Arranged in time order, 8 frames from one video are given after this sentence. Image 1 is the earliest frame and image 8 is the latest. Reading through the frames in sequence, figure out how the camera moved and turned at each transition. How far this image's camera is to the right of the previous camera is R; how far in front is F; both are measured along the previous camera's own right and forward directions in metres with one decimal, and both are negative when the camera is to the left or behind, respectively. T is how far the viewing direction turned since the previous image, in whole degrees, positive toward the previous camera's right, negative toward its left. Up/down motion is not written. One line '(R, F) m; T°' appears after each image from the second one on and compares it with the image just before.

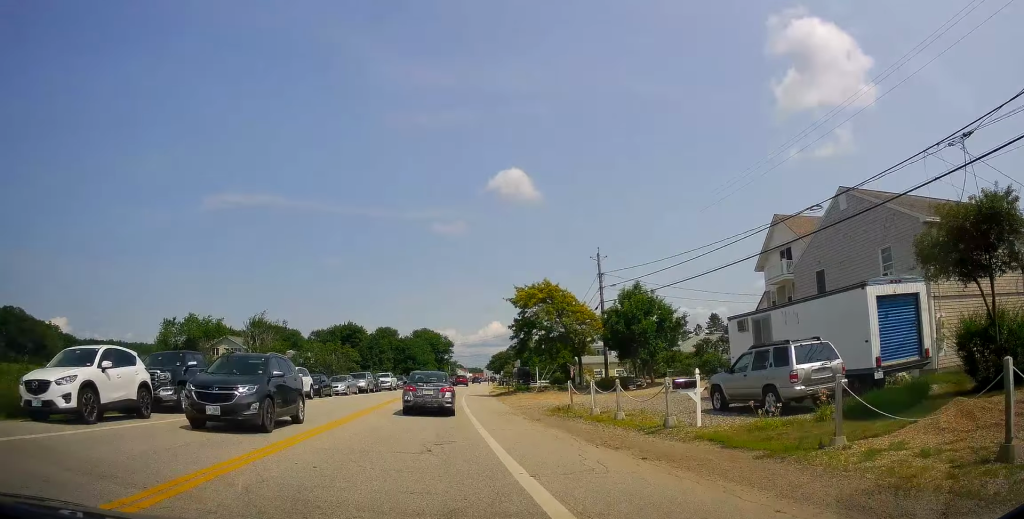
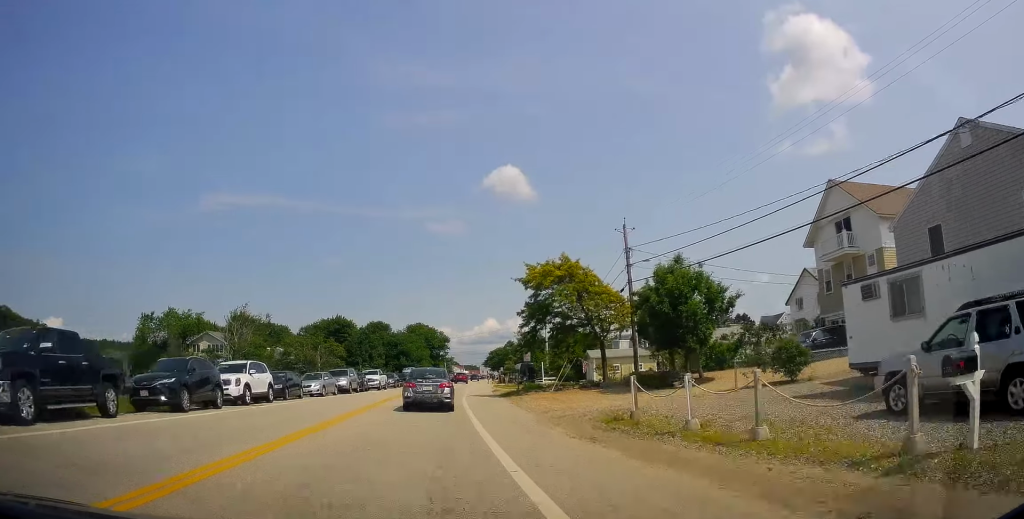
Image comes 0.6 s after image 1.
(-0.1, +7.3) m; +1°
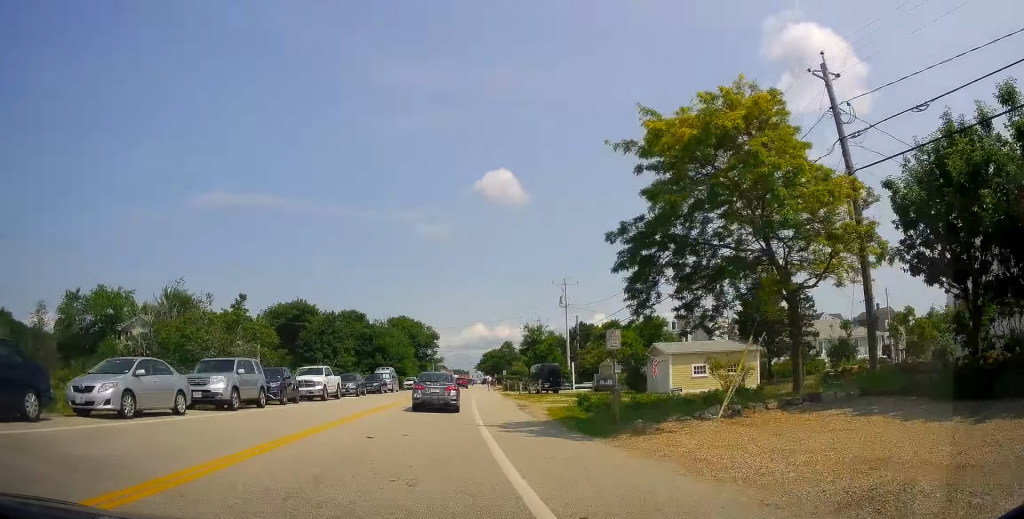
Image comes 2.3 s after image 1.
(+0.5, +21.5) m; 0°
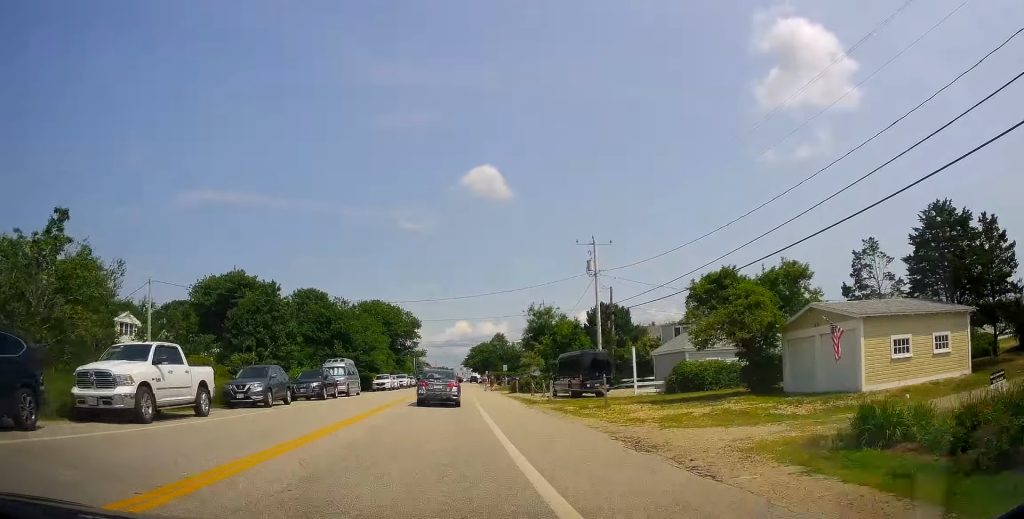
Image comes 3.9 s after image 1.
(-0.1, +19.7) m; +1°
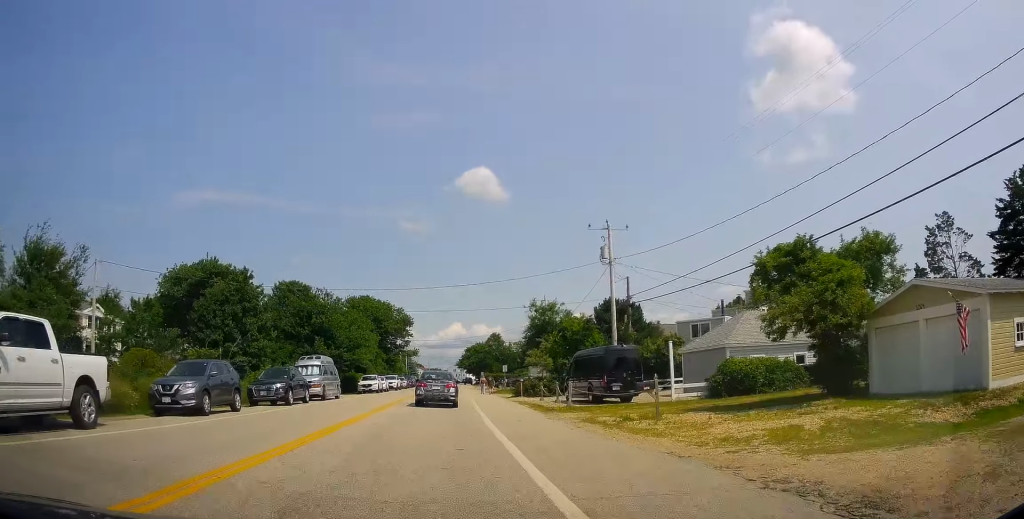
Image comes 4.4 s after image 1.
(-0.1, +6.1) m; +1°
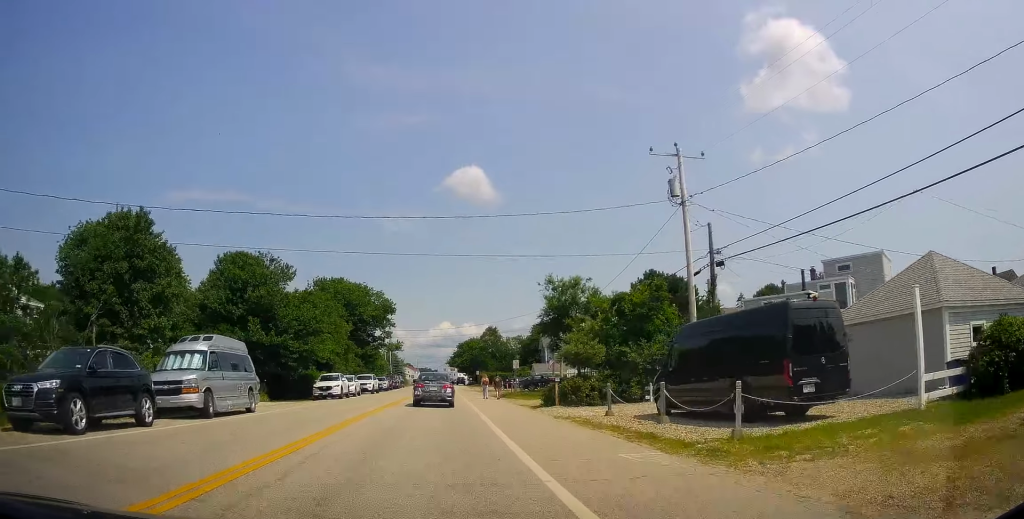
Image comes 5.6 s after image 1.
(+0.3, +15.3) m; 0°
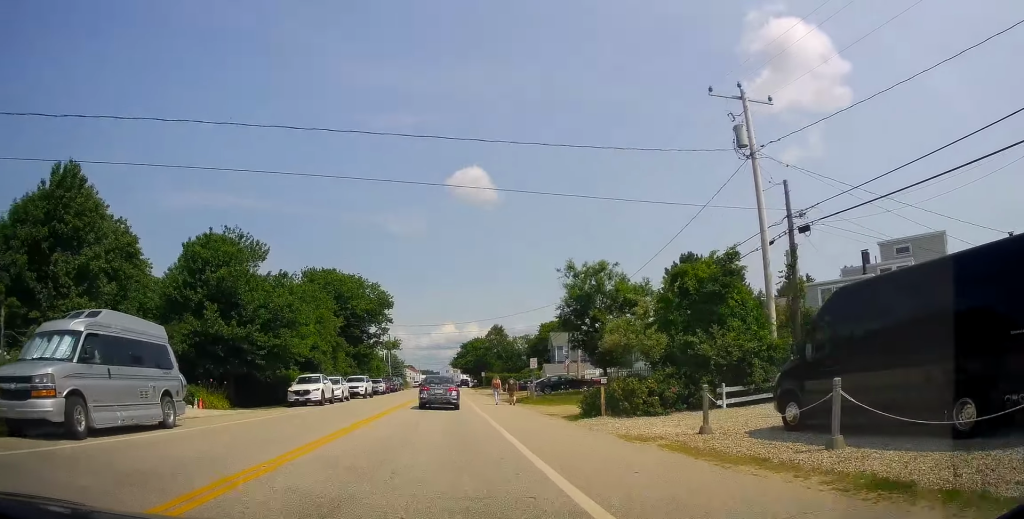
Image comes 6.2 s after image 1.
(-0.2, +6.9) m; 0°
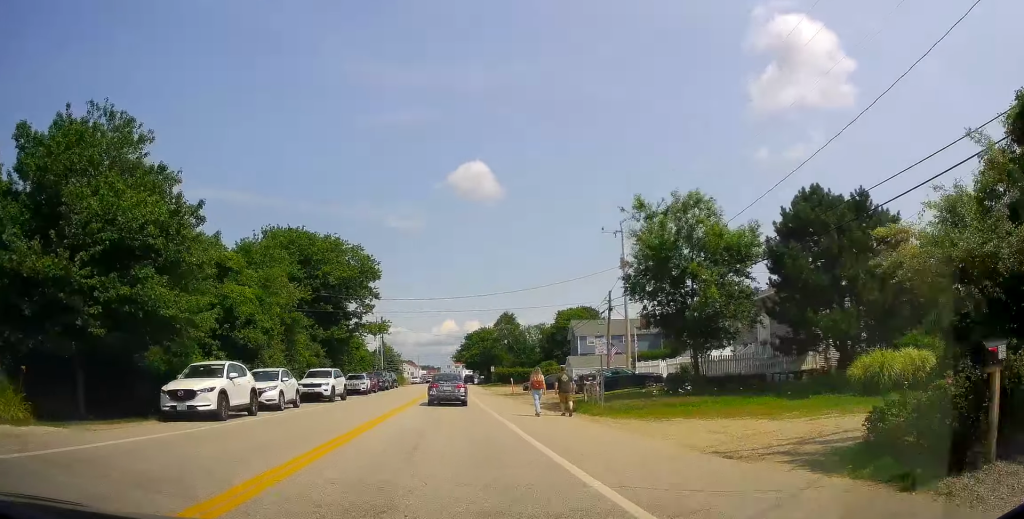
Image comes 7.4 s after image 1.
(+0.3, +14.5) m; +2°
